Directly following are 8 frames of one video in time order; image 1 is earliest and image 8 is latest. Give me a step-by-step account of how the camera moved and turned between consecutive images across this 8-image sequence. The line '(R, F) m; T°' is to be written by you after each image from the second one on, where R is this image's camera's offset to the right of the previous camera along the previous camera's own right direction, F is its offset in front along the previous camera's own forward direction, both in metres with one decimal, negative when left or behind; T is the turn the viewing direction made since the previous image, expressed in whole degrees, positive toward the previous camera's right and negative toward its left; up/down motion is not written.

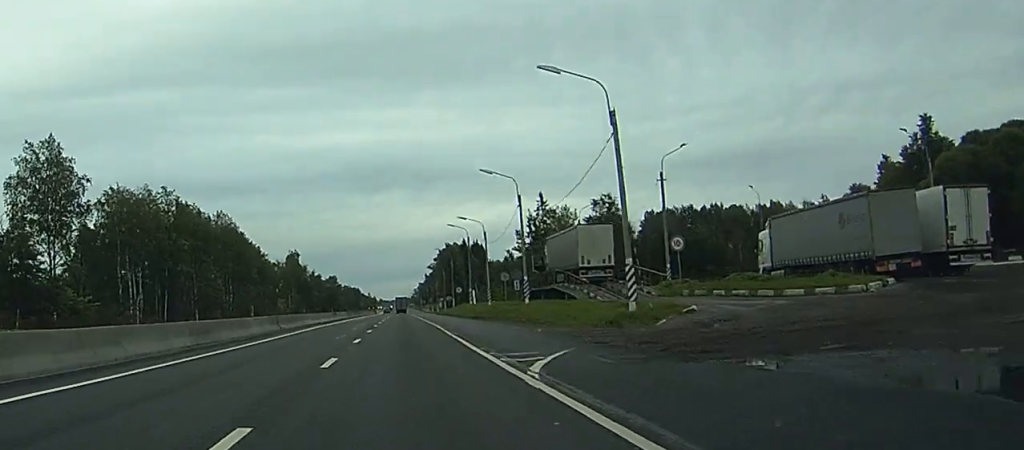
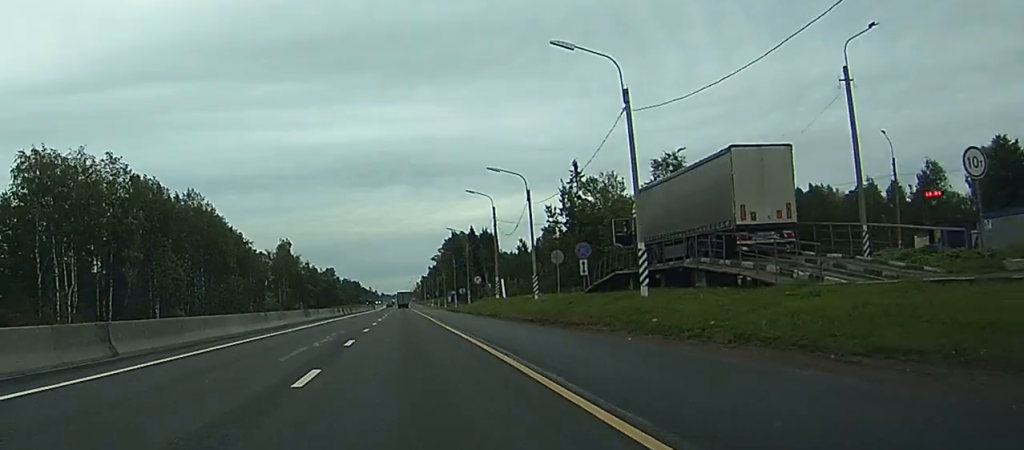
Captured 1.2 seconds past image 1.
(-0.1, +29.3) m; 0°
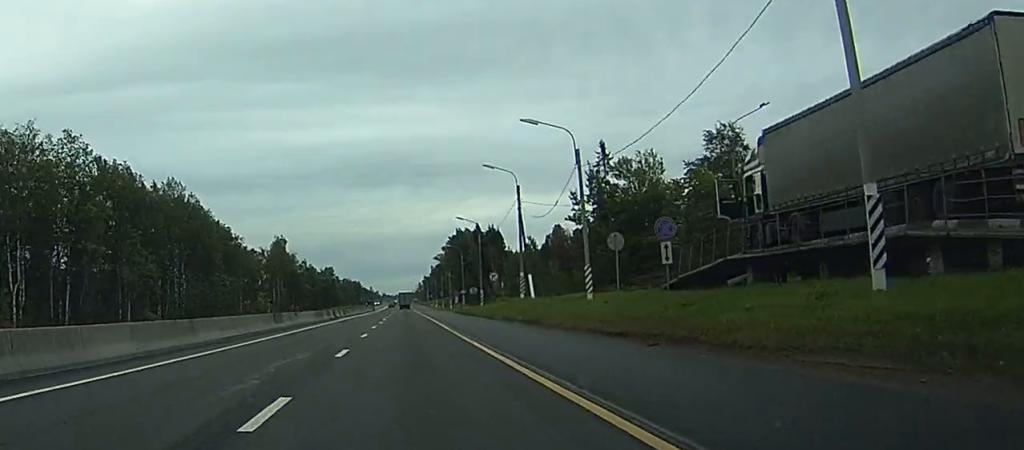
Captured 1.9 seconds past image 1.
(0.0, +16.2) m; 0°
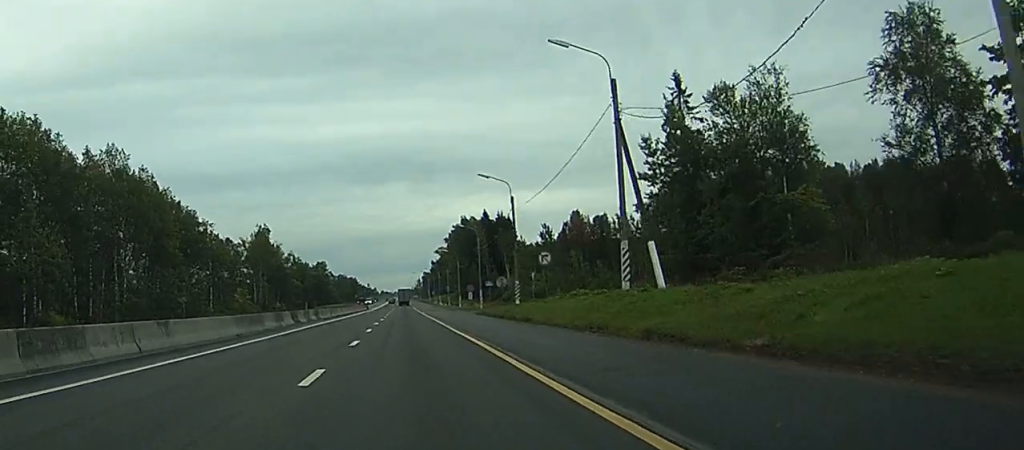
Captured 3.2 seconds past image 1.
(-0.3, +31.3) m; 0°
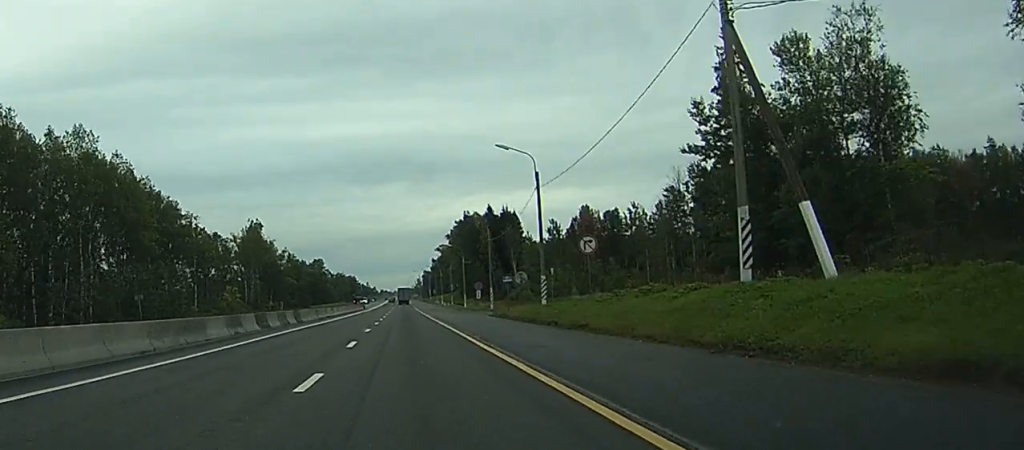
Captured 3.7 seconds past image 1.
(+0.1, +12.7) m; 0°
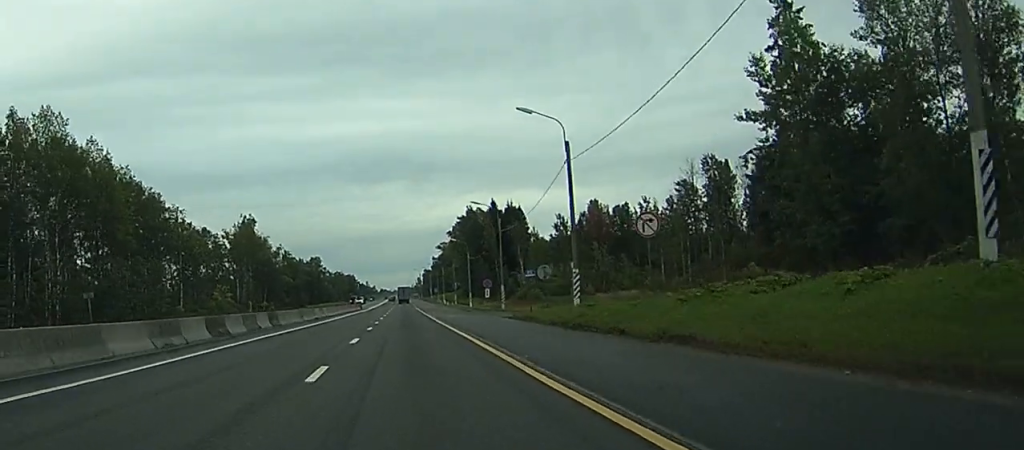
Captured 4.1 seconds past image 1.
(+0.1, +10.3) m; 0°
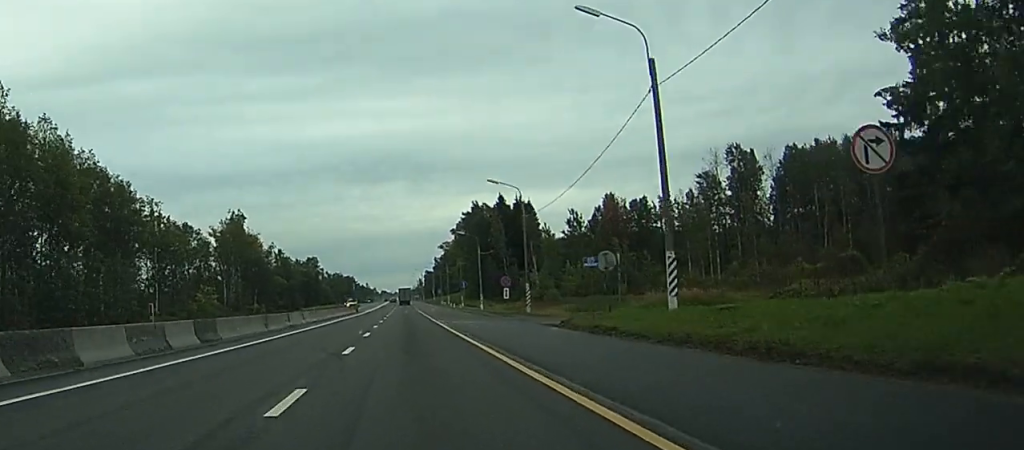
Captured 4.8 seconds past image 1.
(+0.1, +15.8) m; 0°
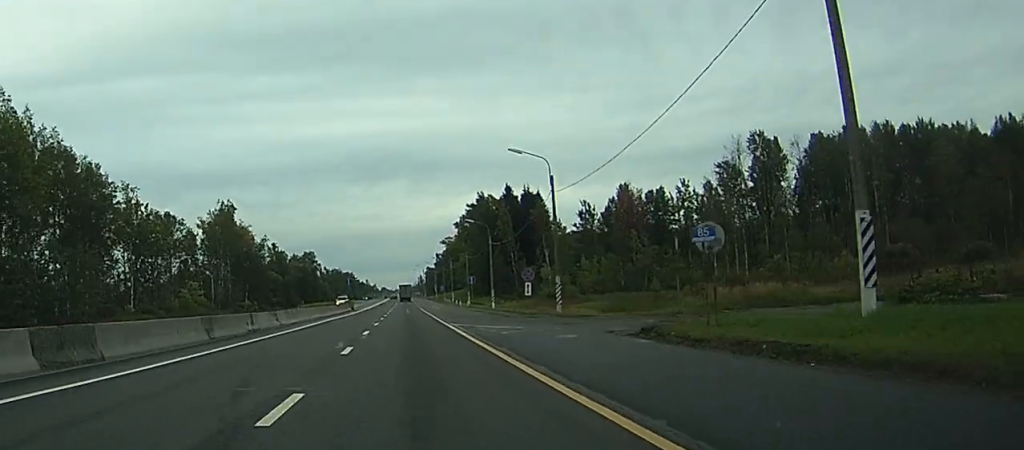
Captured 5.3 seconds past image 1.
(0.0, +12.6) m; 0°
